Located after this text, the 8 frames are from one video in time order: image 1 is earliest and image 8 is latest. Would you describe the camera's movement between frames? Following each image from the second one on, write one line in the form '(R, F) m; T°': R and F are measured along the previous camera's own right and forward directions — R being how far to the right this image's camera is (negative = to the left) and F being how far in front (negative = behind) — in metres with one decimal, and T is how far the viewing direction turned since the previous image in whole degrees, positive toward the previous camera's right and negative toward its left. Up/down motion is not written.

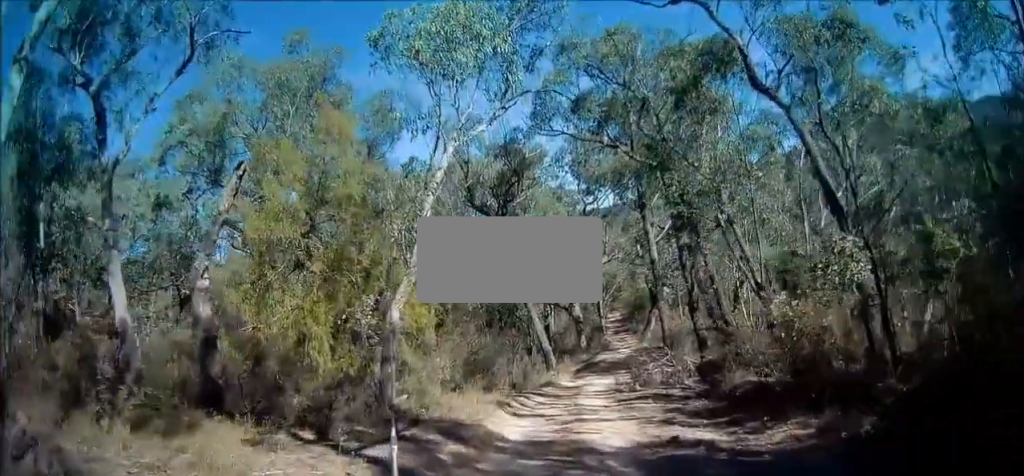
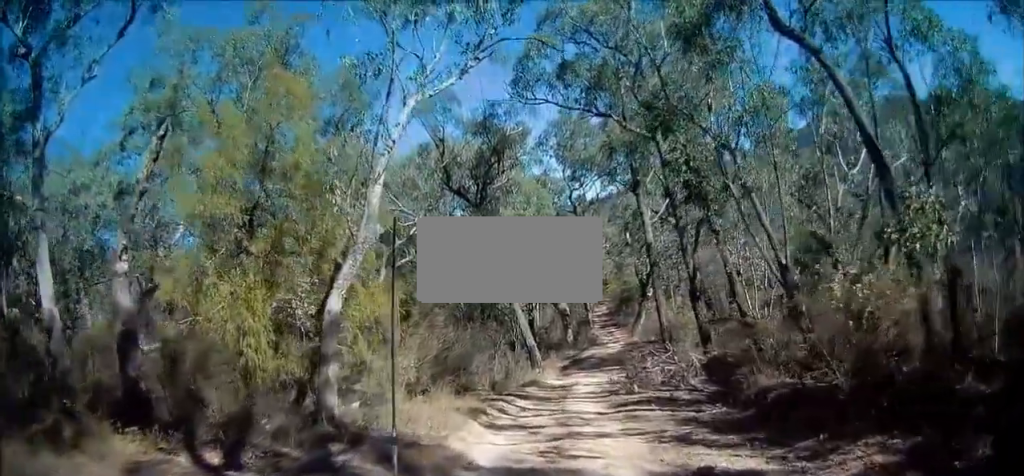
(+0.2, +2.5) m; +3°
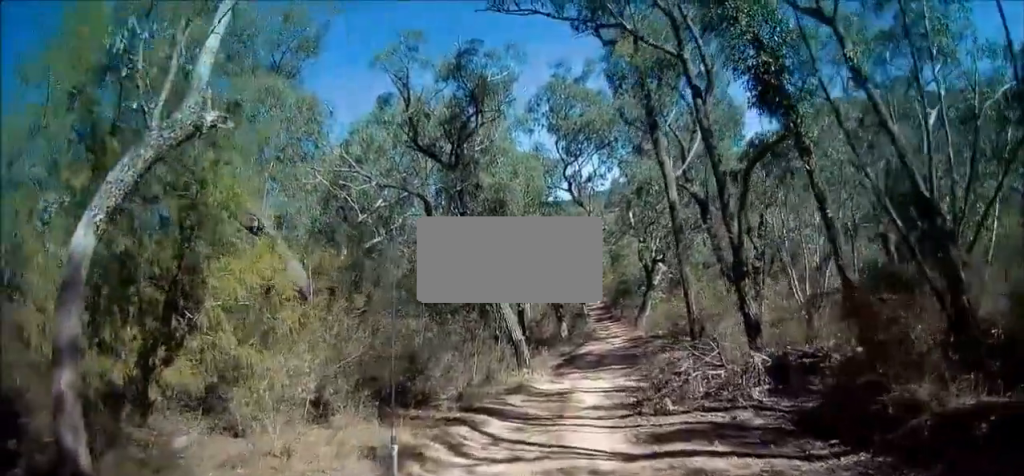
(0.0, +5.7) m; 0°
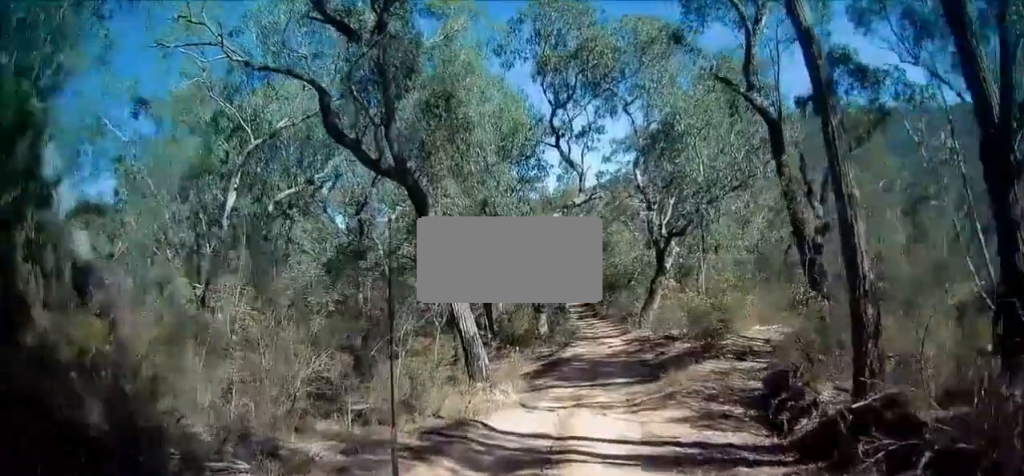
(0.0, +9.5) m; +5°
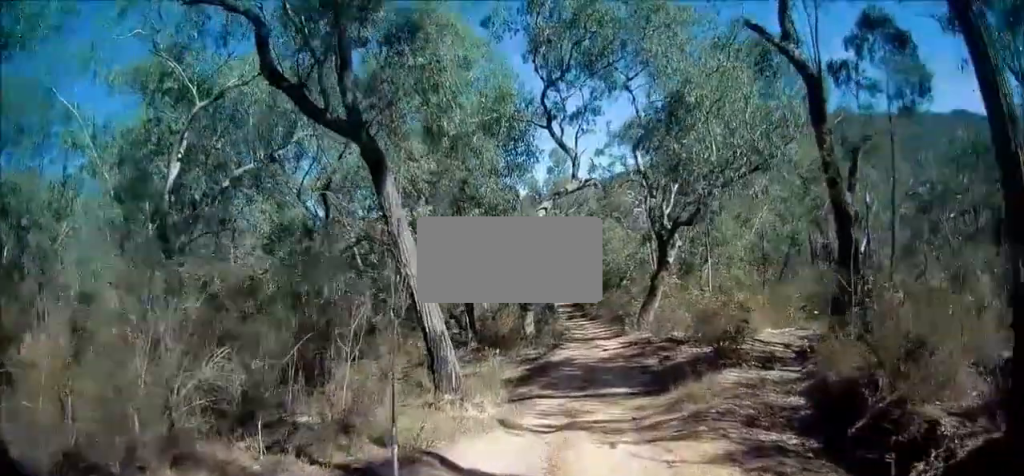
(0.0, +3.1) m; +1°
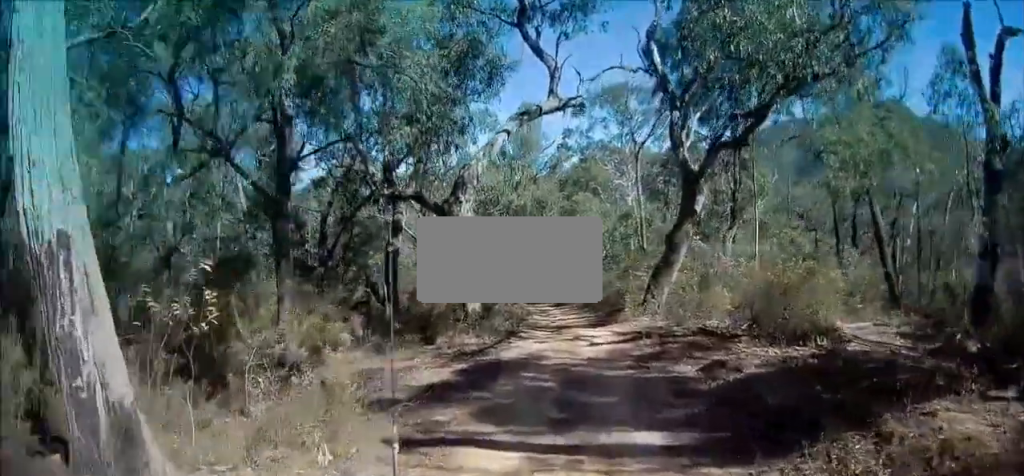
(-0.5, +9.2) m; -3°
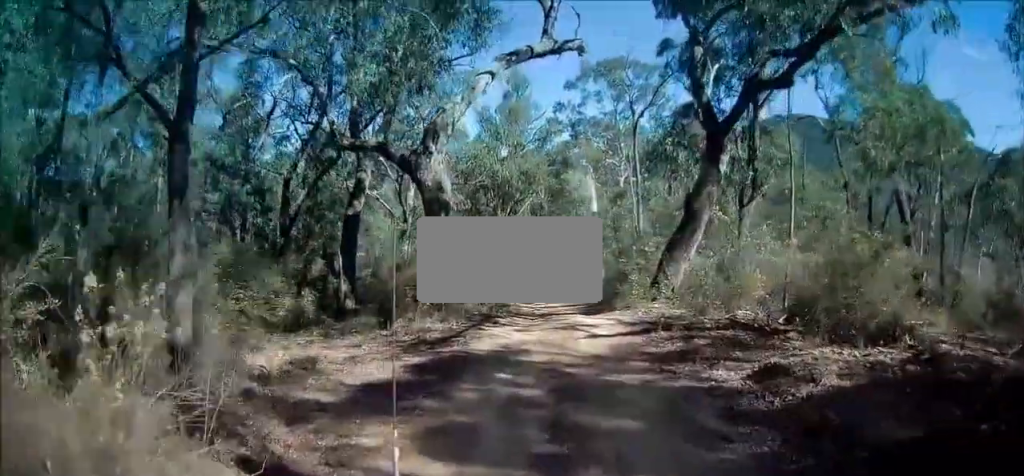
(-0.1, +3.5) m; +1°
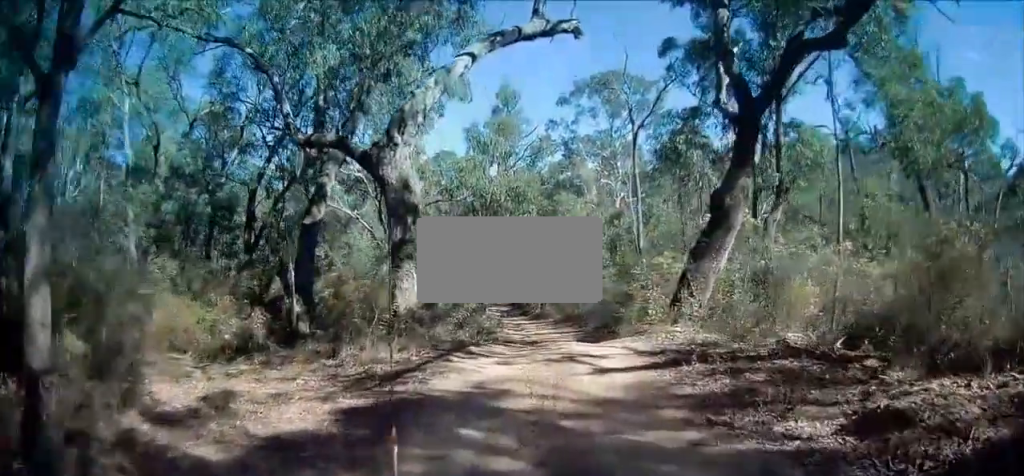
(+0.5, +3.2) m; +2°
